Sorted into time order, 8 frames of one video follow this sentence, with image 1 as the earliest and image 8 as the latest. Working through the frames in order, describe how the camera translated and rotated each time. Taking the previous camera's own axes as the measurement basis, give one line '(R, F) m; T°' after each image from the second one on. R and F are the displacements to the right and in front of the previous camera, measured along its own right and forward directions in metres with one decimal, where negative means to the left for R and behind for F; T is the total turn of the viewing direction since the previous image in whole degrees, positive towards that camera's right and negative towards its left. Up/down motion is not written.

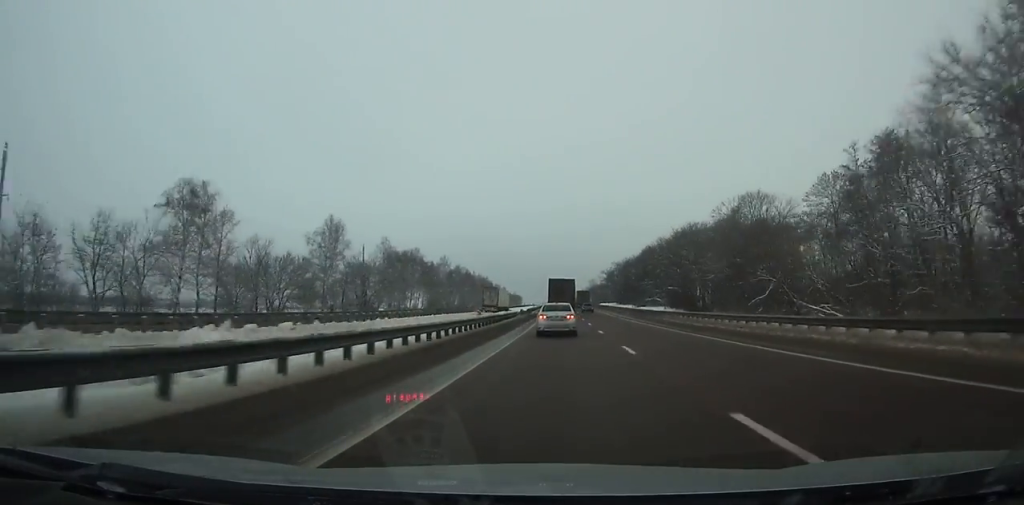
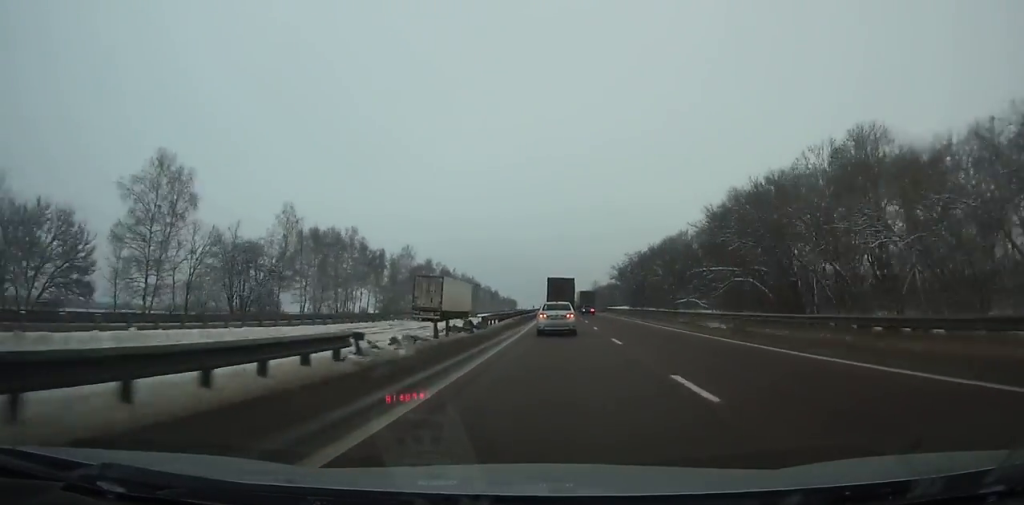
(0.0, +44.1) m; 0°
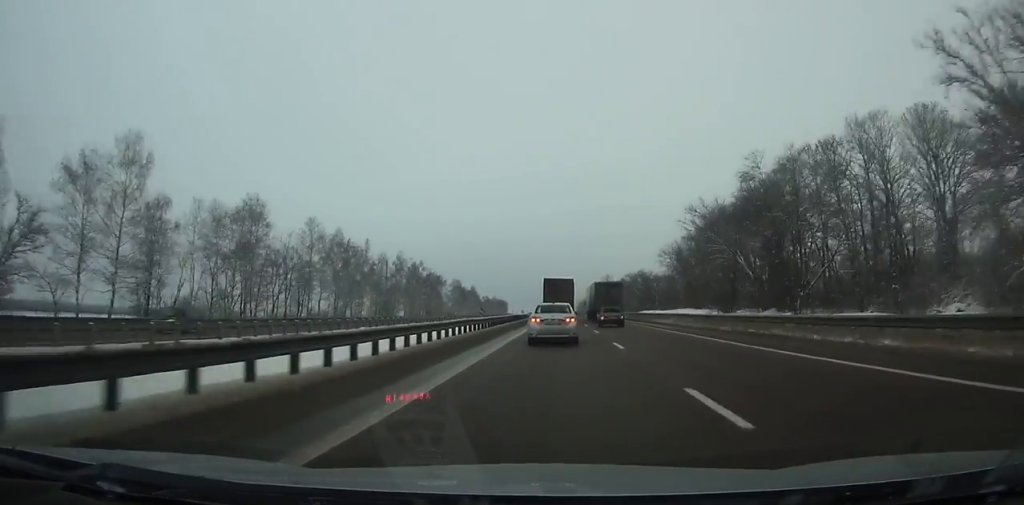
(+0.4, +94.3) m; 0°
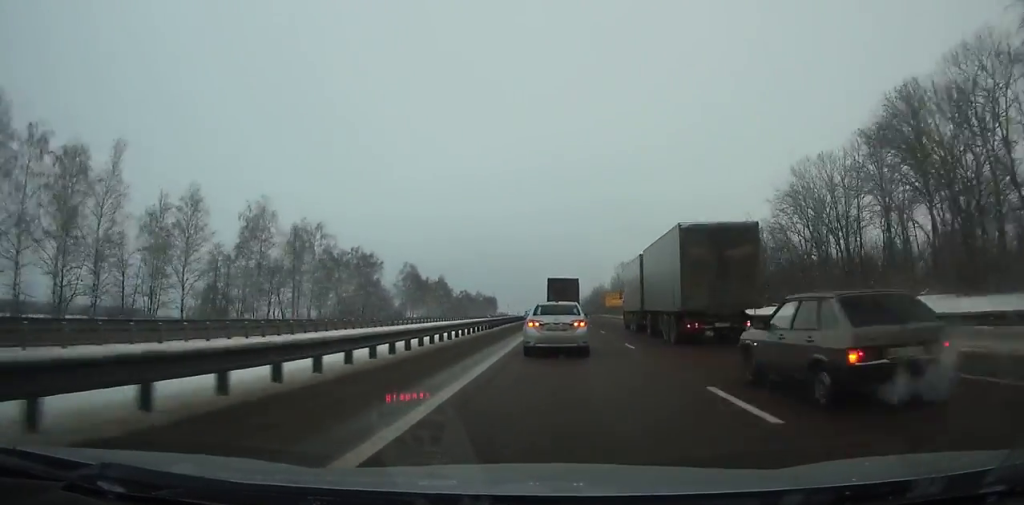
(0.0, +71.7) m; 0°
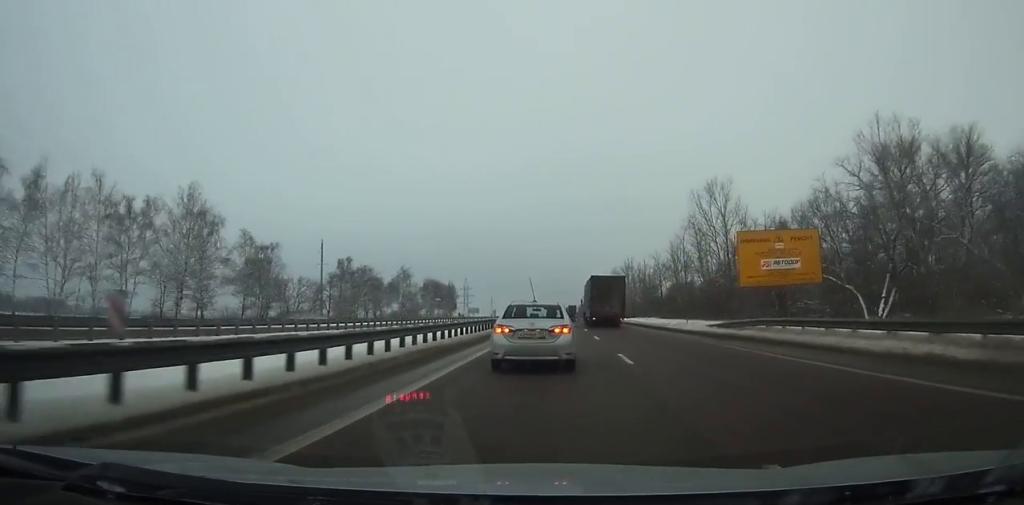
(0.0, +136.5) m; 0°
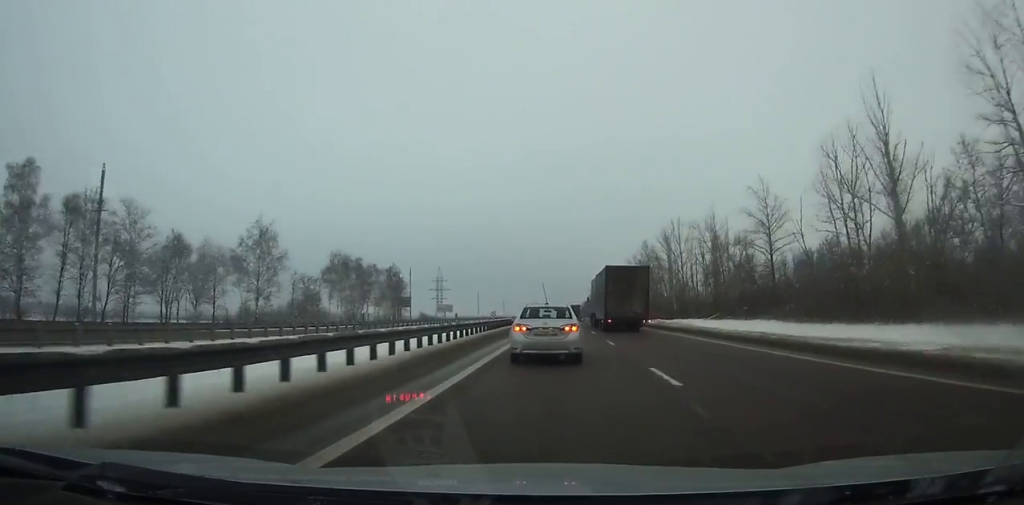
(-0.1, +76.5) m; 0°
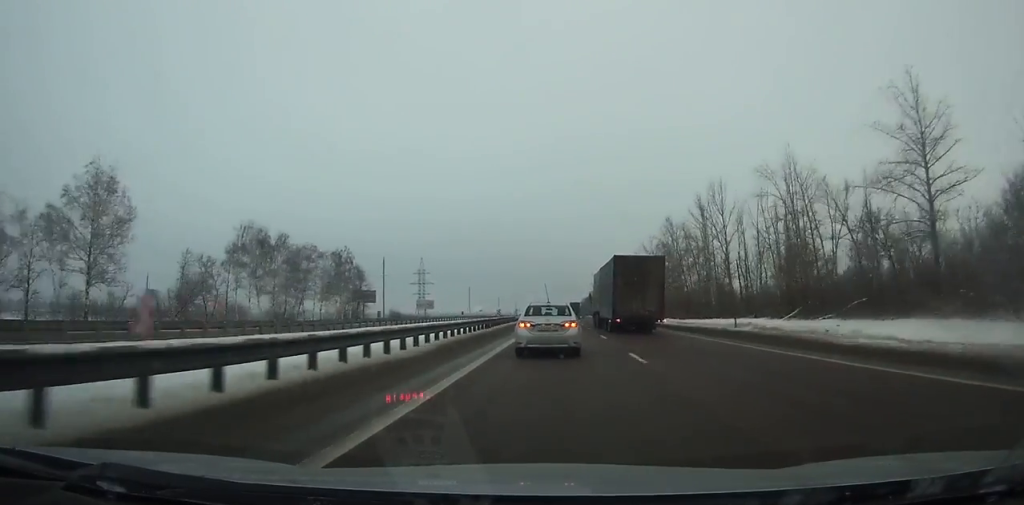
(0.0, +32.6) m; 0°
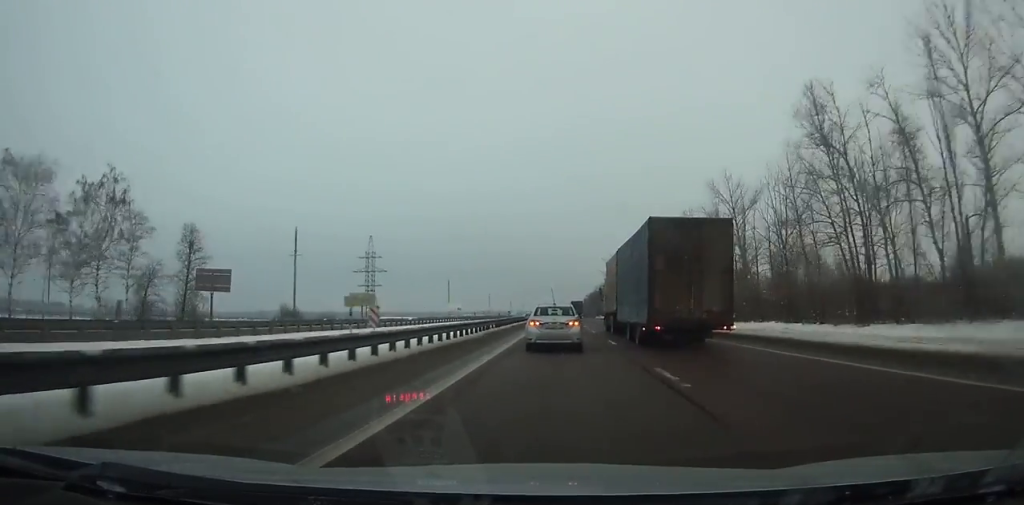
(0.0, +63.9) m; 0°
